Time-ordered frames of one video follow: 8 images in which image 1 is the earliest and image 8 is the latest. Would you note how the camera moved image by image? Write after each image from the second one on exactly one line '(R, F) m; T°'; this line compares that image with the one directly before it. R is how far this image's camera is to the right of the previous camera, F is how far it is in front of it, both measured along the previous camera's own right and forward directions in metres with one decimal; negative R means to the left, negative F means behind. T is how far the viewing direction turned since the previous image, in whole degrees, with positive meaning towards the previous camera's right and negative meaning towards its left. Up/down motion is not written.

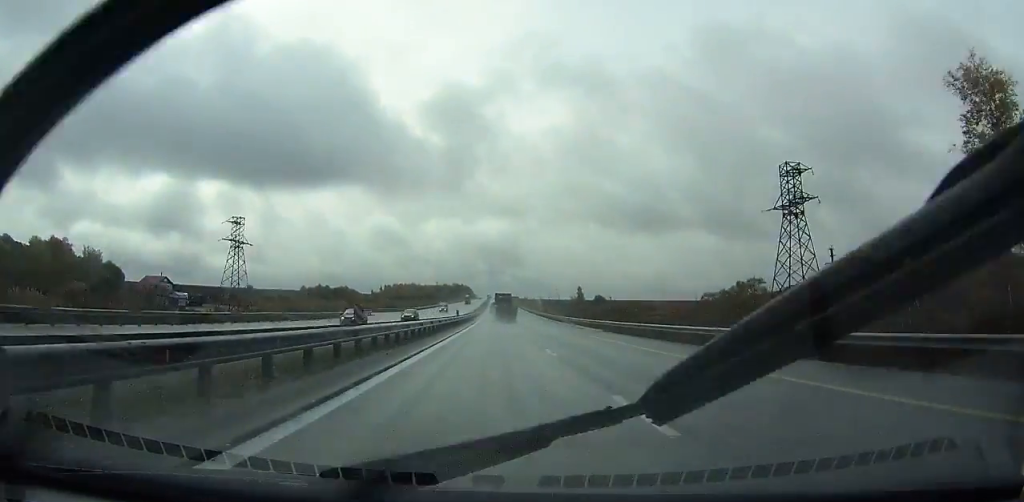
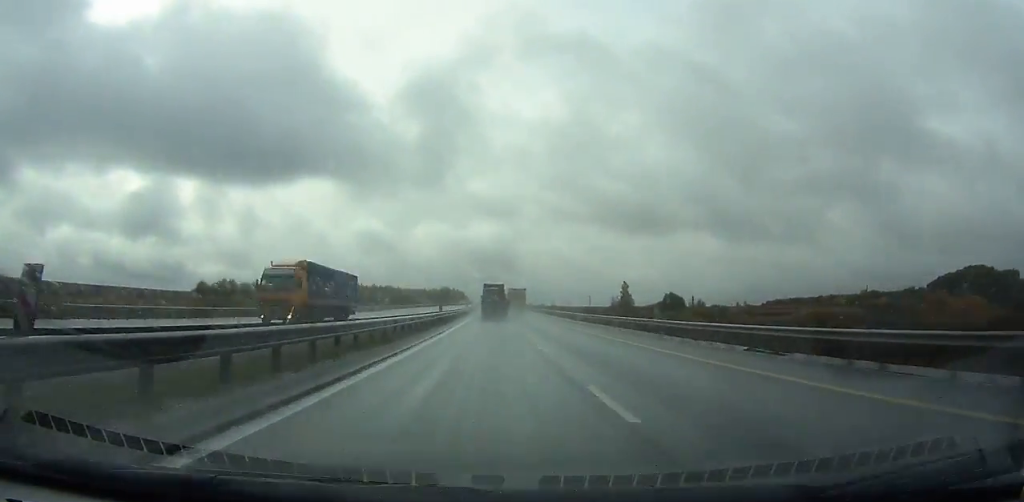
(+0.3, +128.7) m; 0°
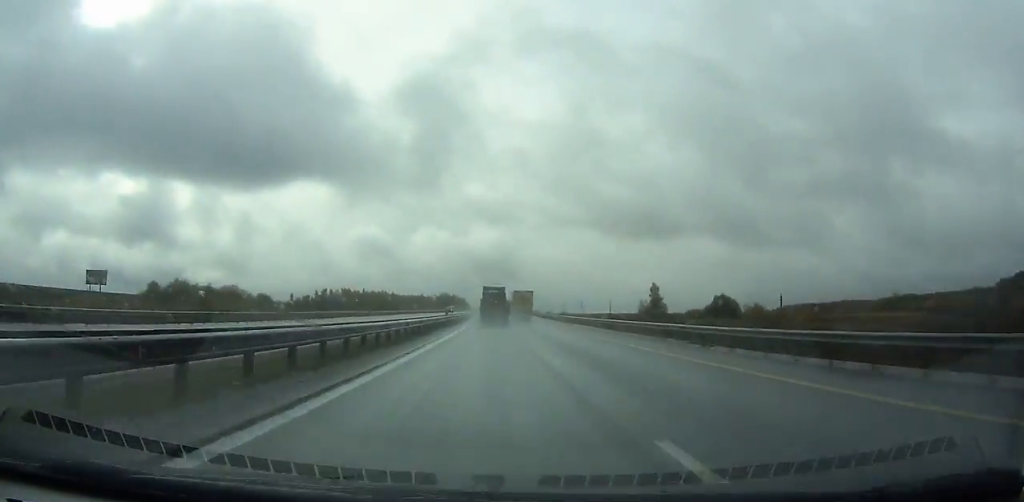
(0.0, +39.3) m; 0°
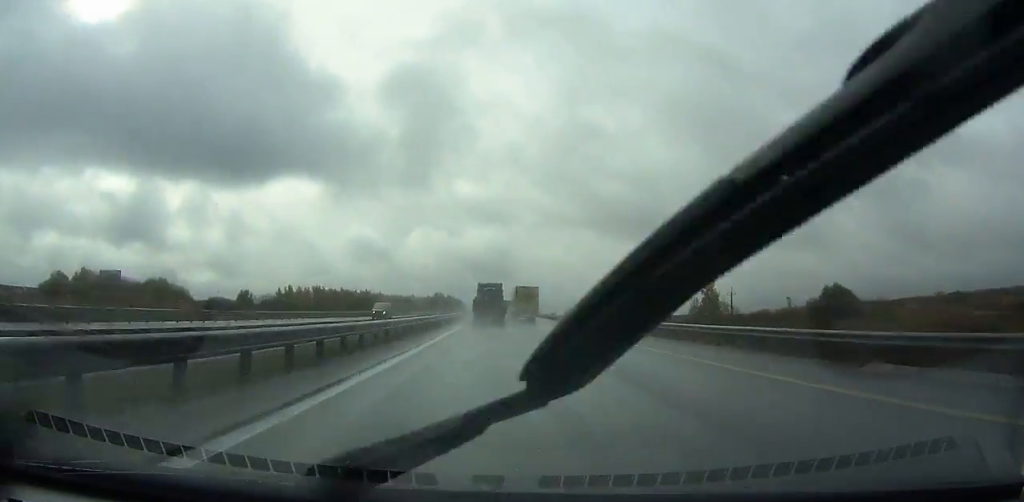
(0.0, +49.9) m; 0°
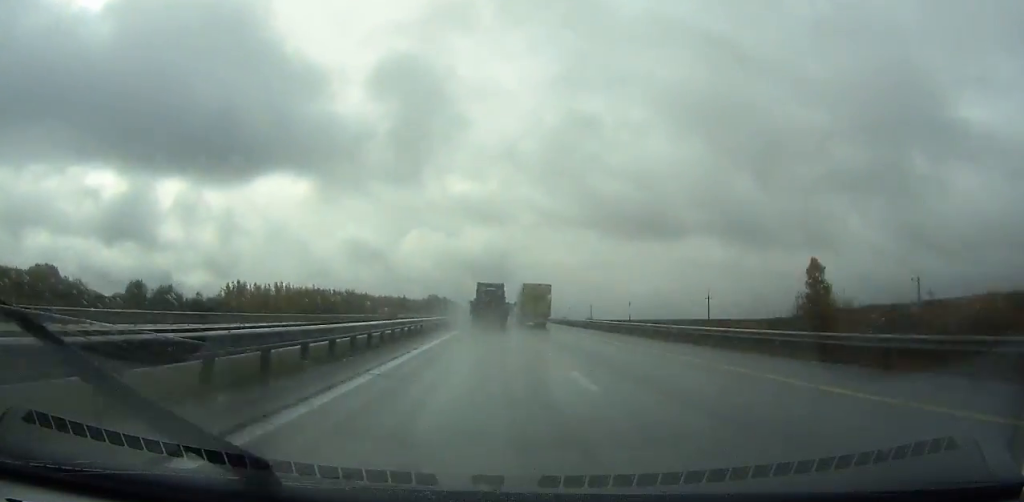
(-0.1, +48.4) m; 0°
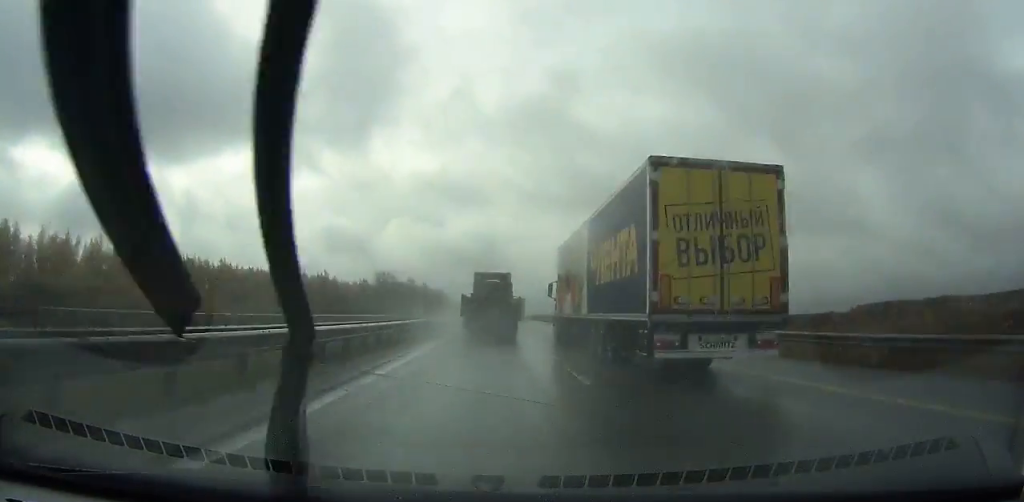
(-0.6, +210.5) m; 0°
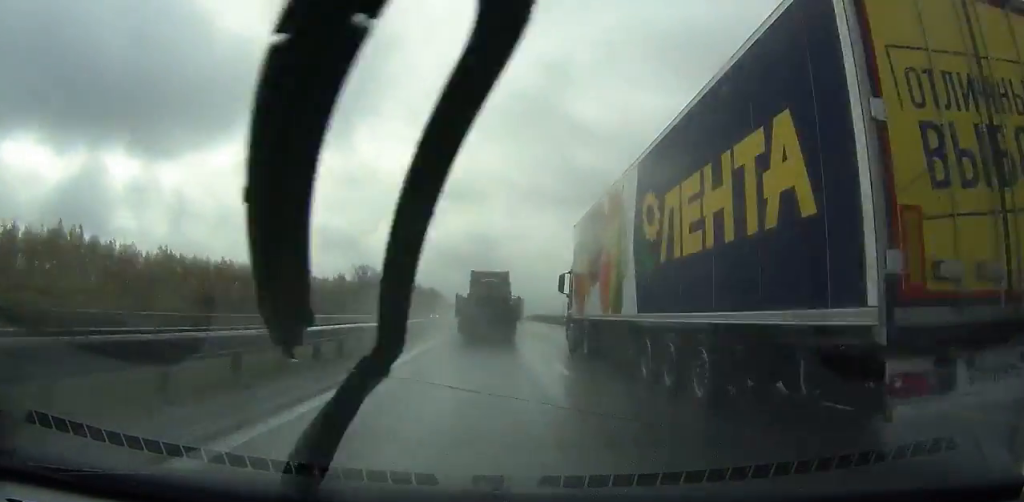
(0.0, +33.7) m; 0°
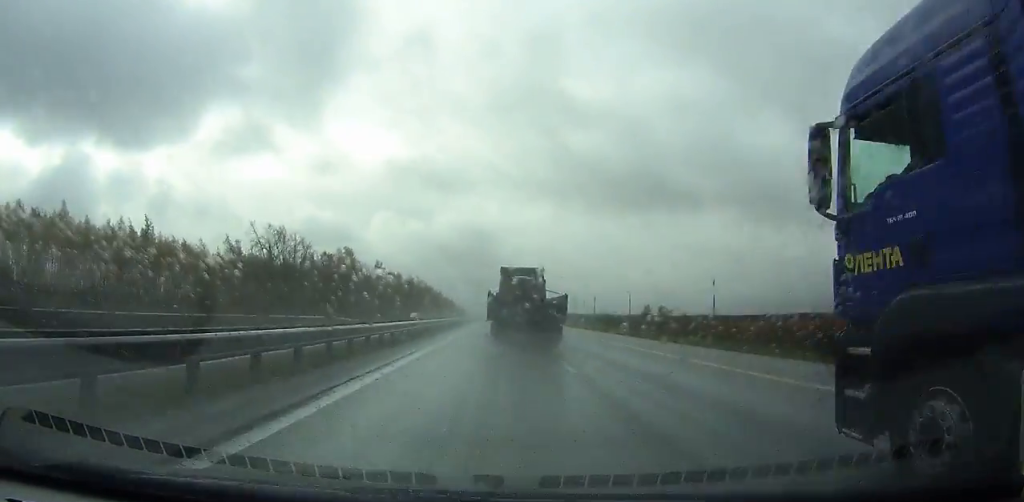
(+0.2, +94.9) m; 0°
